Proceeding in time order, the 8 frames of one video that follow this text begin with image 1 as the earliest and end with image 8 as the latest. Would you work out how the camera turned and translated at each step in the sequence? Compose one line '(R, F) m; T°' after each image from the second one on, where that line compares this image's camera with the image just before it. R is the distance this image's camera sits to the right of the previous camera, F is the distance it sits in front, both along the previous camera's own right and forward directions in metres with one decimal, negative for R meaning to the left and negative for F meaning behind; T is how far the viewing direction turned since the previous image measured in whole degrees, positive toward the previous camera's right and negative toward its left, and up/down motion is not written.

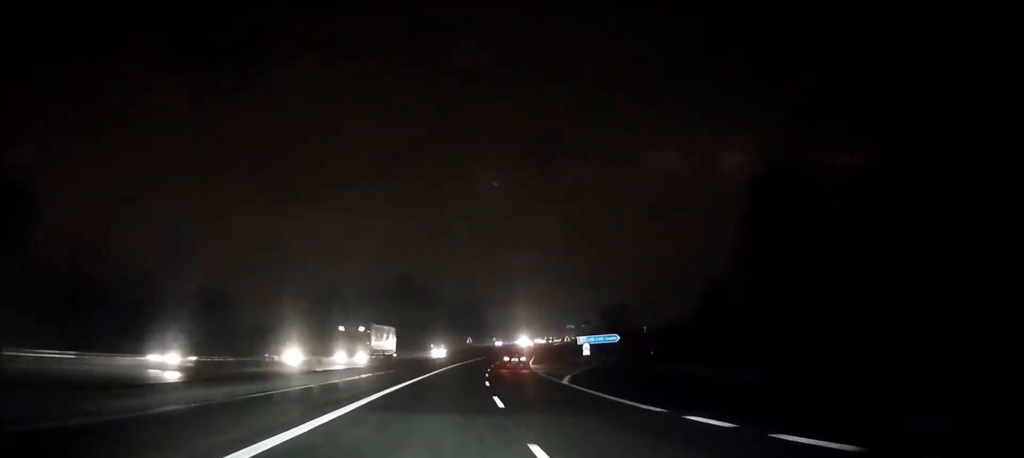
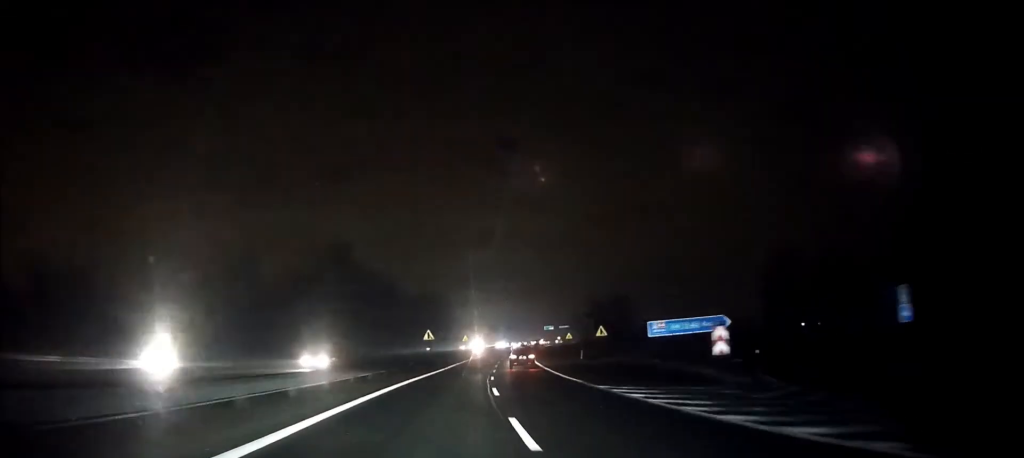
(+1.2, +43.1) m; +3°
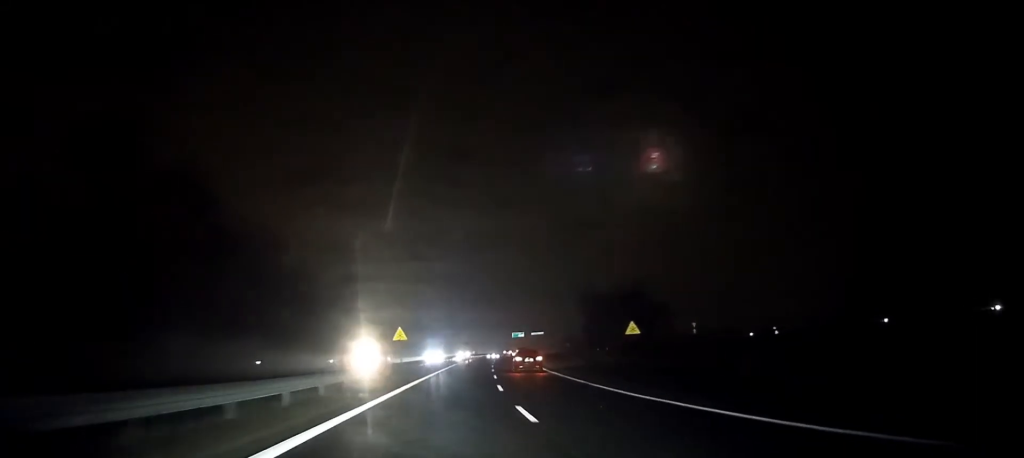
(+1.7, +54.1) m; +4°
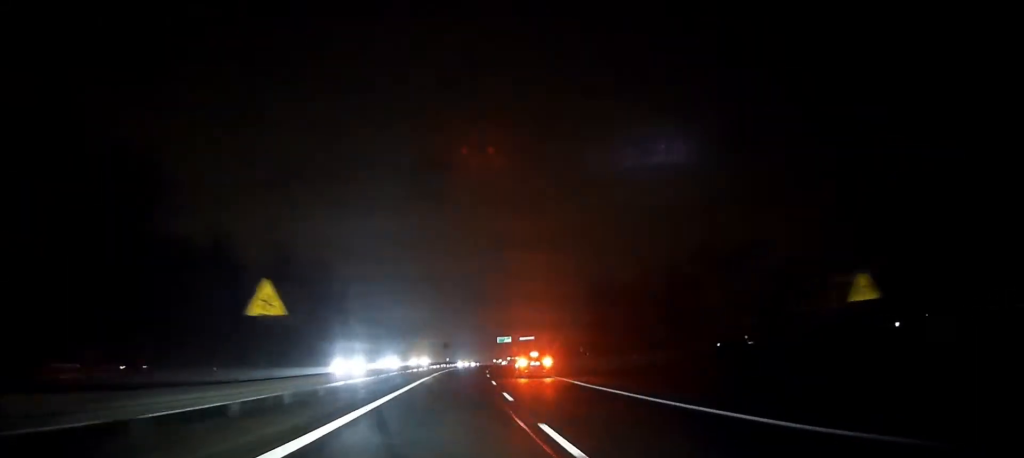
(+0.7, +27.5) m; +2°
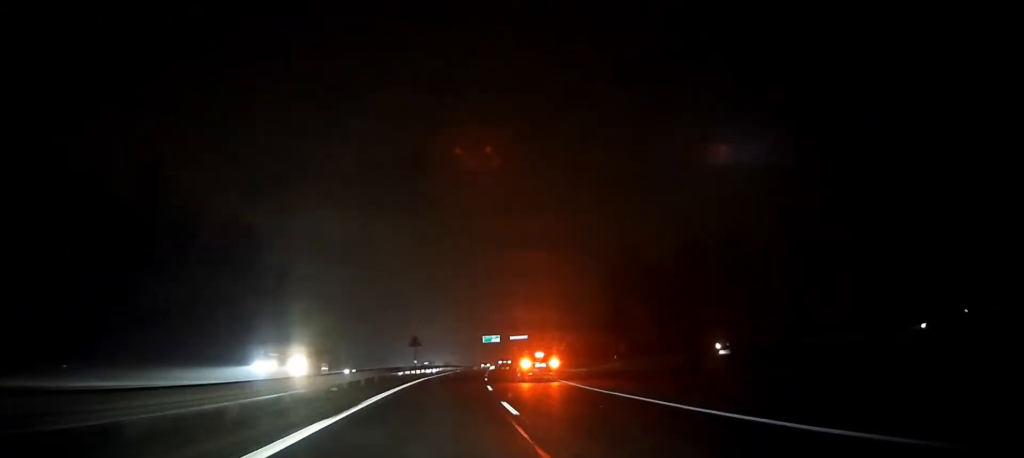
(+0.5, +27.2) m; +2°
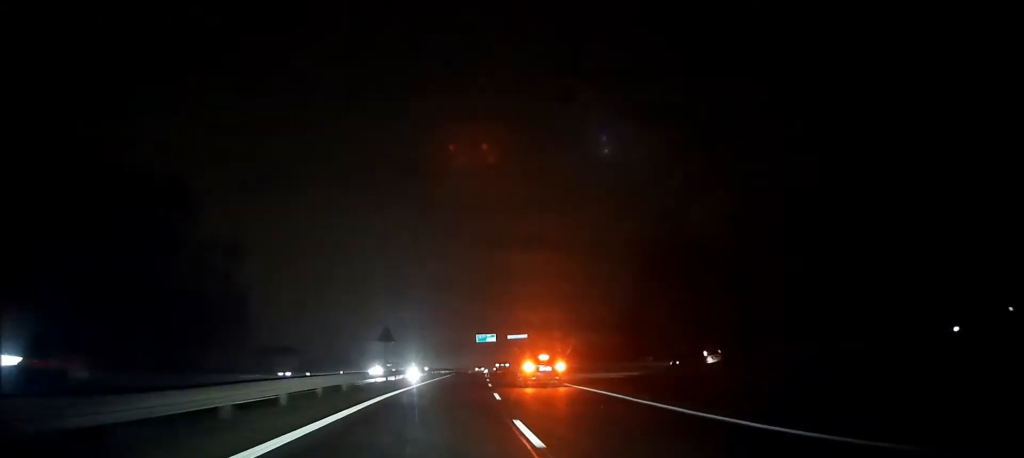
(+0.1, +16.5) m; +1°
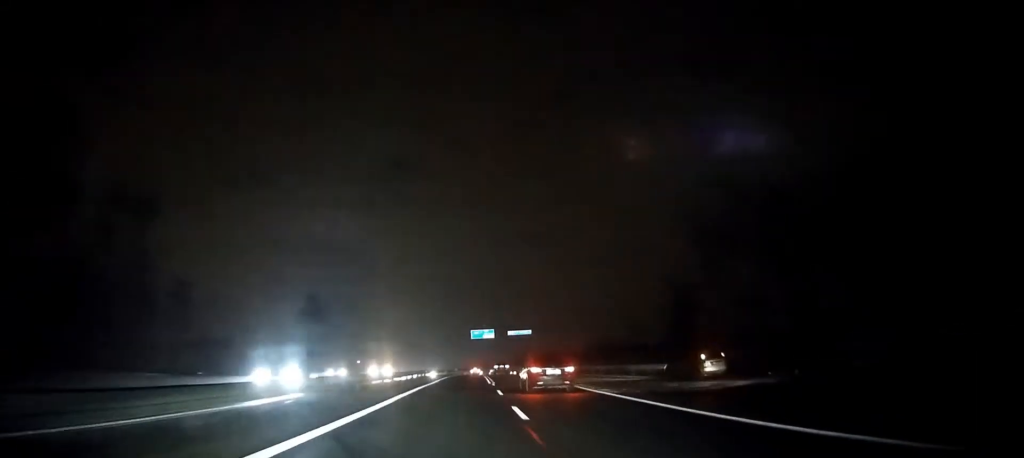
(+0.1, +18.1) m; +1°
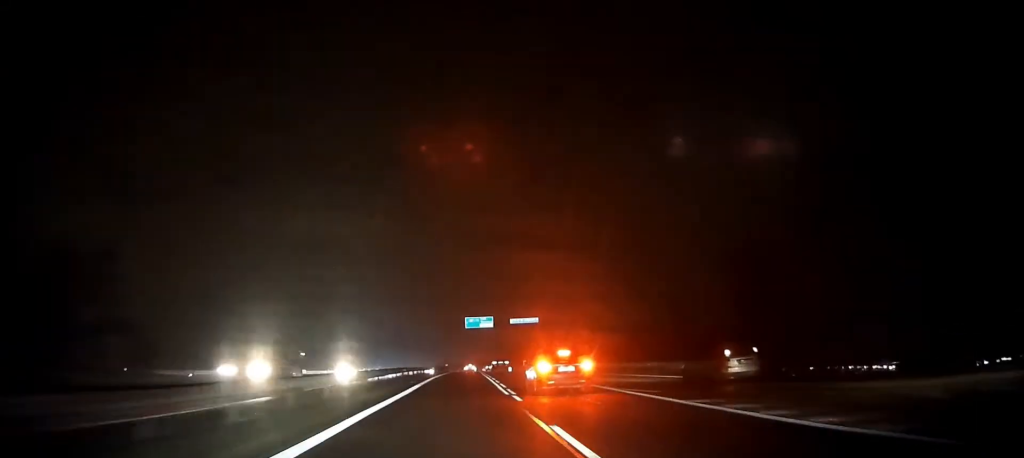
(+0.3, +17.8) m; +1°
